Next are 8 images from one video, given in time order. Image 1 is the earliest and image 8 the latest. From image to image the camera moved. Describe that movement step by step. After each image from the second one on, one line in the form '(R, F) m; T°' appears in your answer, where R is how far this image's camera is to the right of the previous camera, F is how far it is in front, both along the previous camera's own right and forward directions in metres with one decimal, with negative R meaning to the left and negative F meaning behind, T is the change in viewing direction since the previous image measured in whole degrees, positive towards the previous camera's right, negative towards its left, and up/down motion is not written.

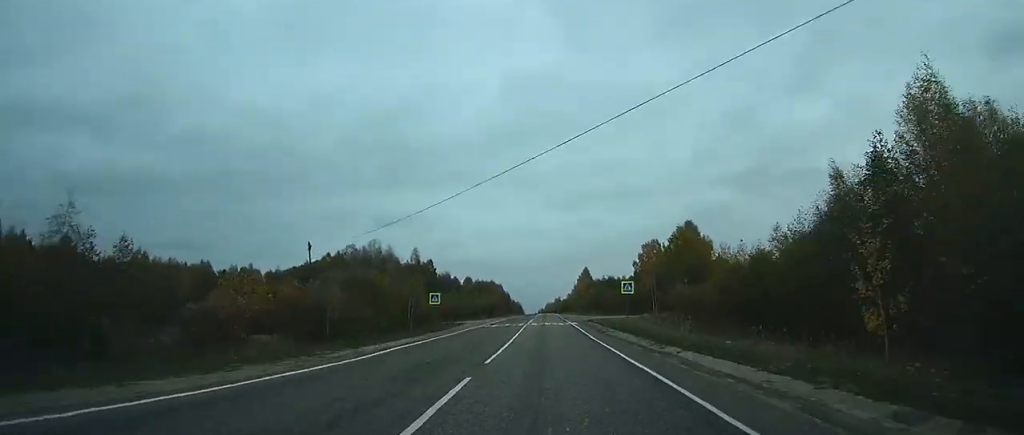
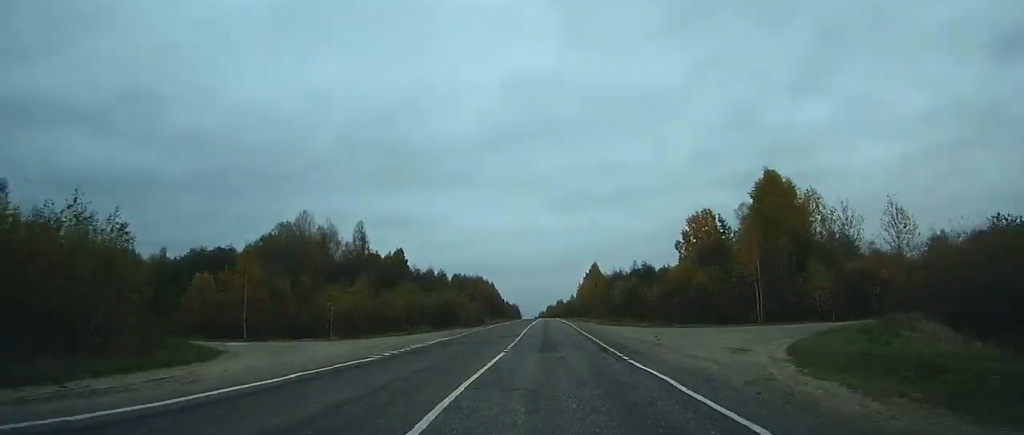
(0.0, +48.0) m; 0°
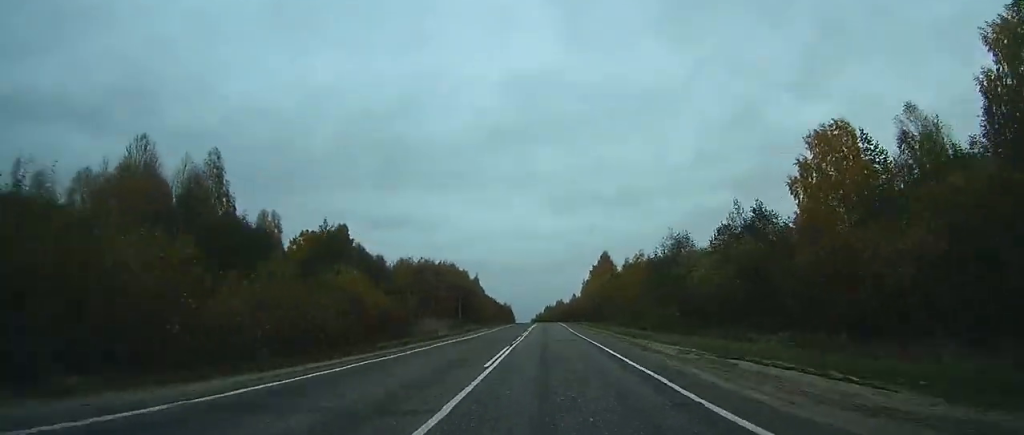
(0.0, +50.2) m; 0°
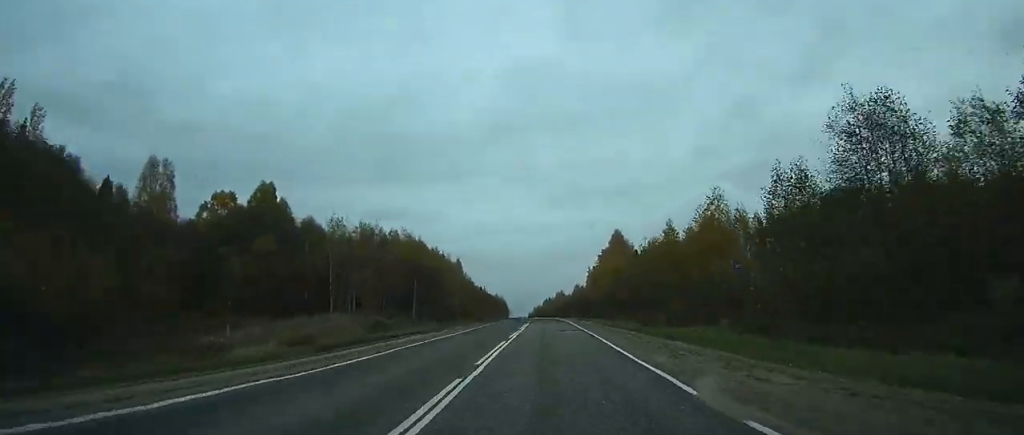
(0.0, +35.8) m; -3°
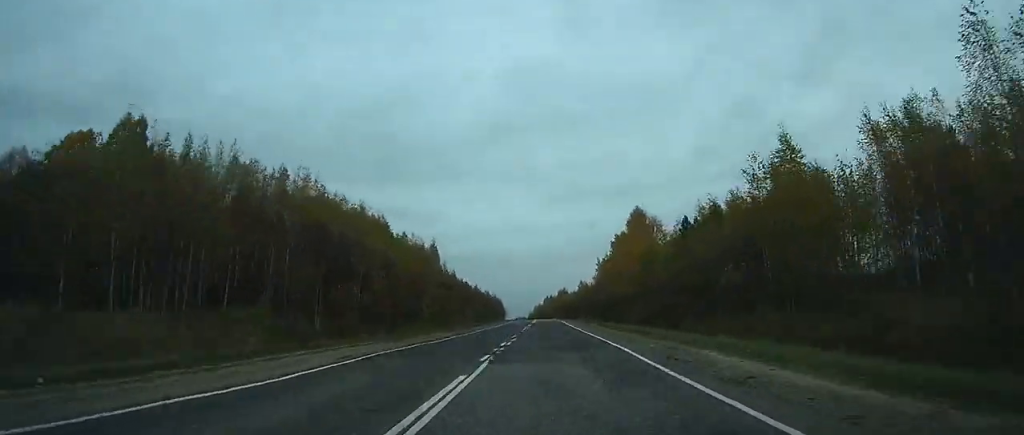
(+1.1, +32.6) m; -4°
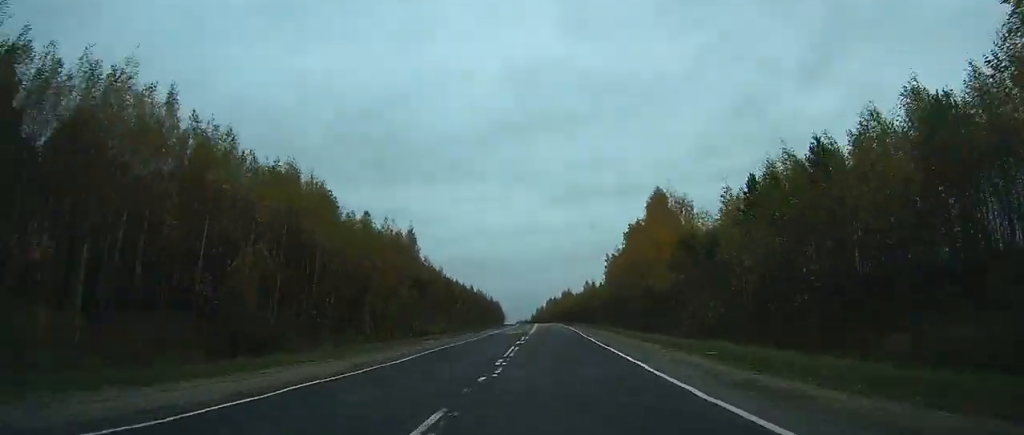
(-2.8, +13.2) m; +3°
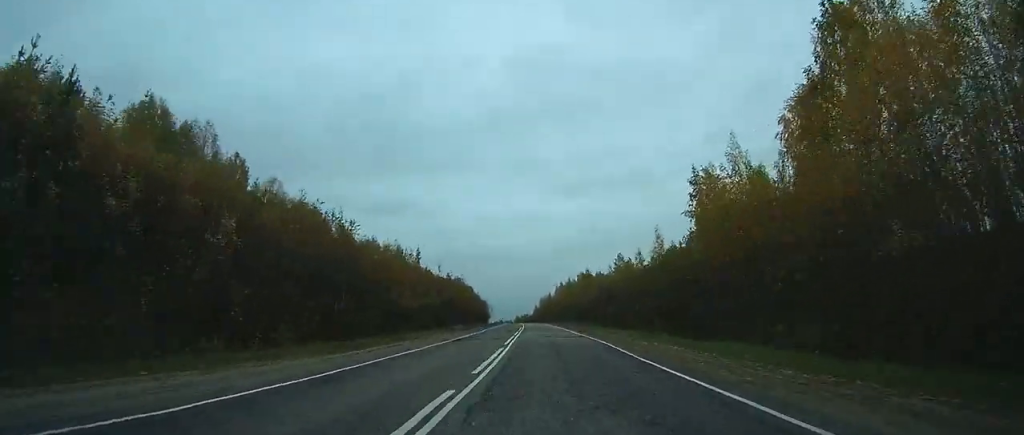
(+11.5, +97.9) m; +7°
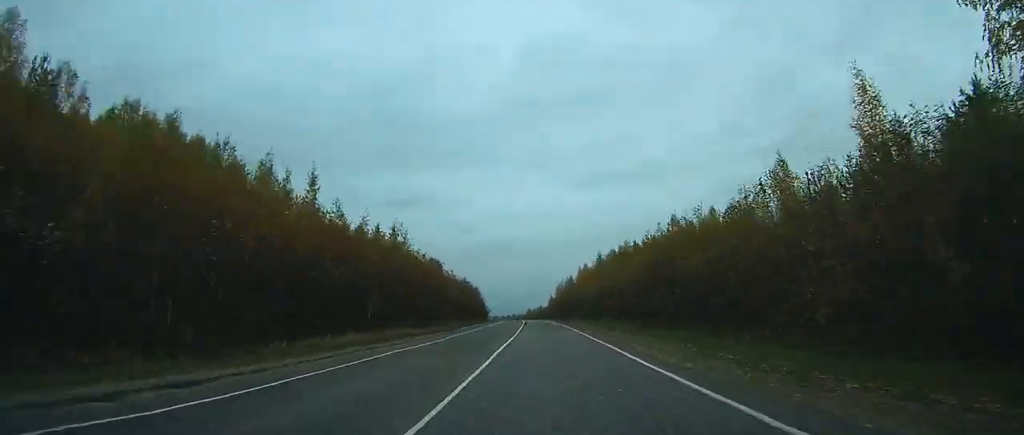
(-4.7, +66.2) m; -5°
